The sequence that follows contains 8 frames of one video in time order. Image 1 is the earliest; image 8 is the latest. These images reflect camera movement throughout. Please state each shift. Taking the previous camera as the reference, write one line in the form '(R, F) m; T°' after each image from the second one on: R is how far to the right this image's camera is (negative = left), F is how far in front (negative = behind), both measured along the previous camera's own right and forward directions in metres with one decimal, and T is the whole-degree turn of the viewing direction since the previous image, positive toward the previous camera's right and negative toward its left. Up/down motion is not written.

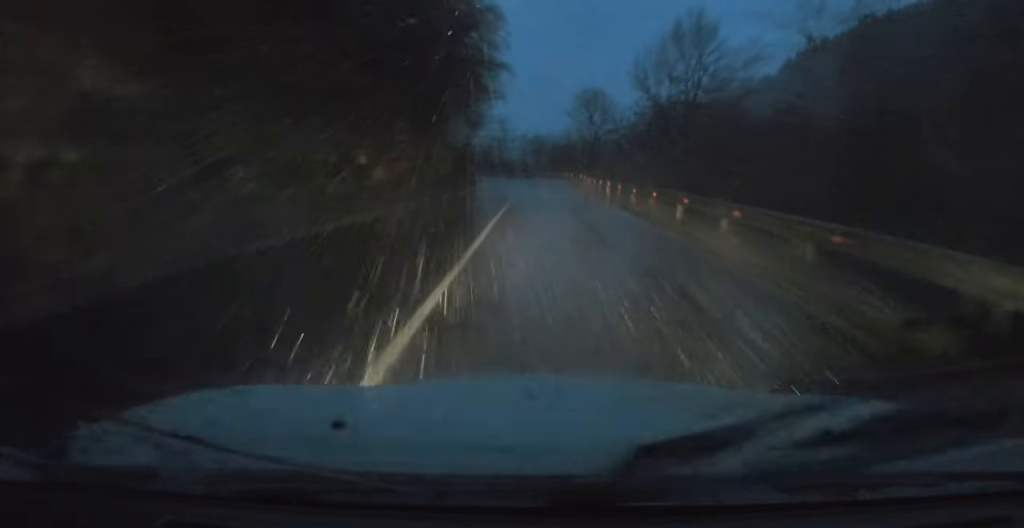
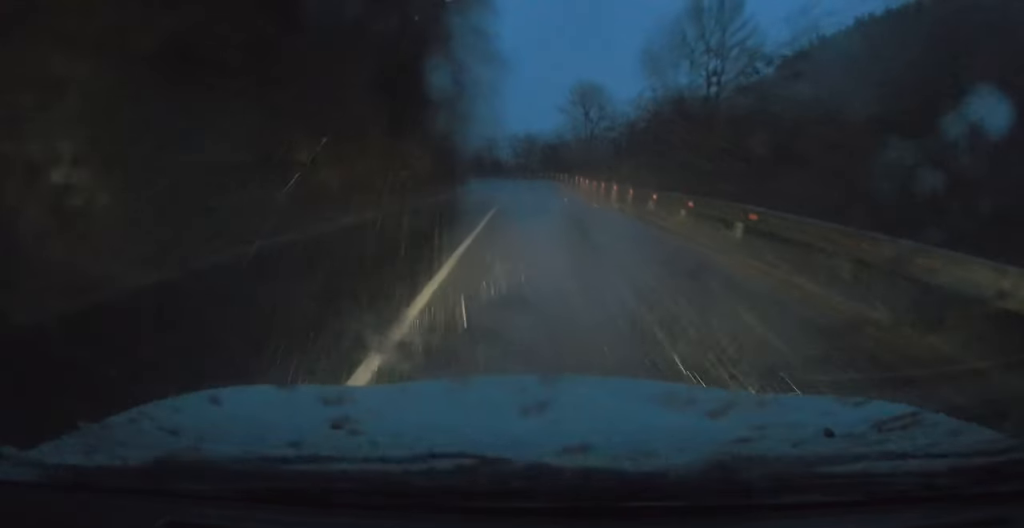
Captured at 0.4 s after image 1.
(-0.1, +5.2) m; 0°
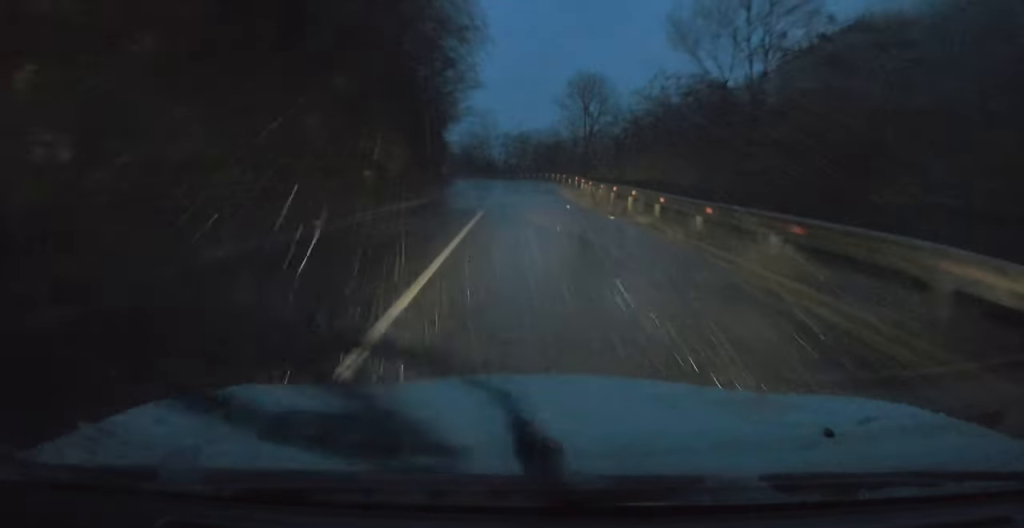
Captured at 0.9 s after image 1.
(0.0, +5.9) m; 0°
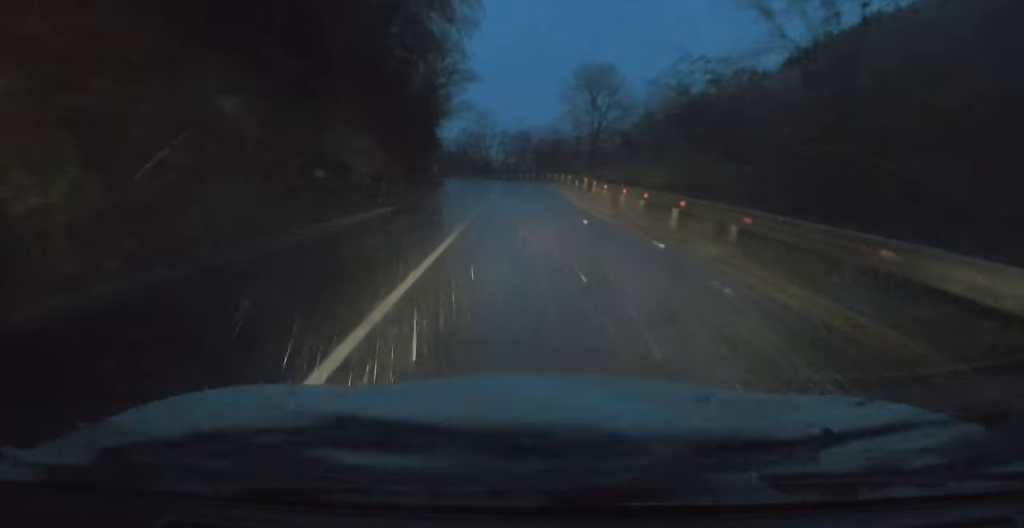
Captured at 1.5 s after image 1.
(+0.1, +6.1) m; 0°
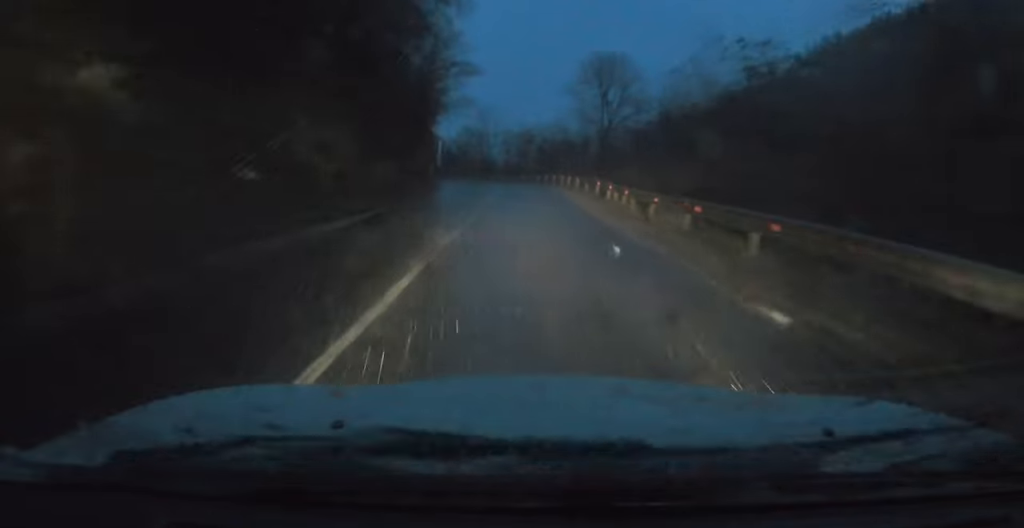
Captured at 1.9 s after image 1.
(+0.1, +4.9) m; 0°
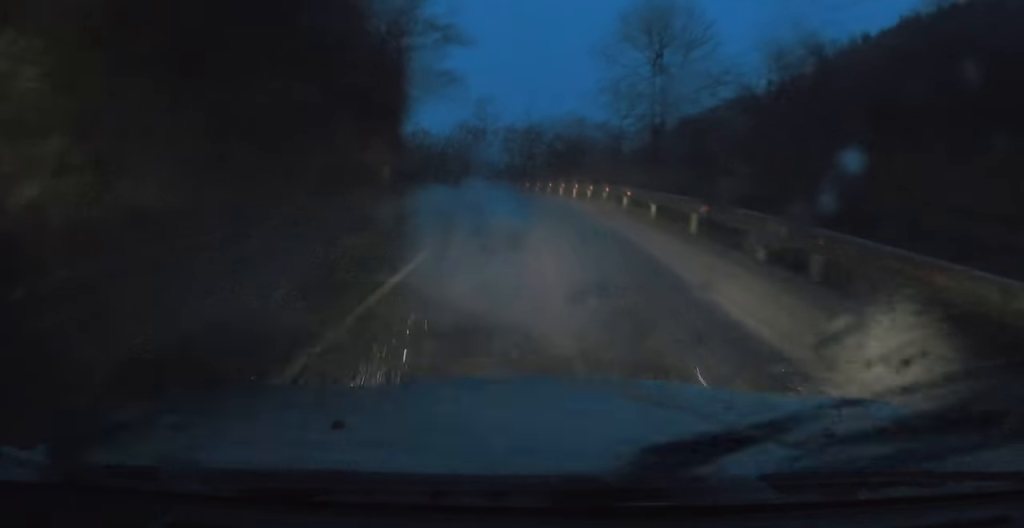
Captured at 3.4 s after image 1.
(-0.3, +16.4) m; -1°
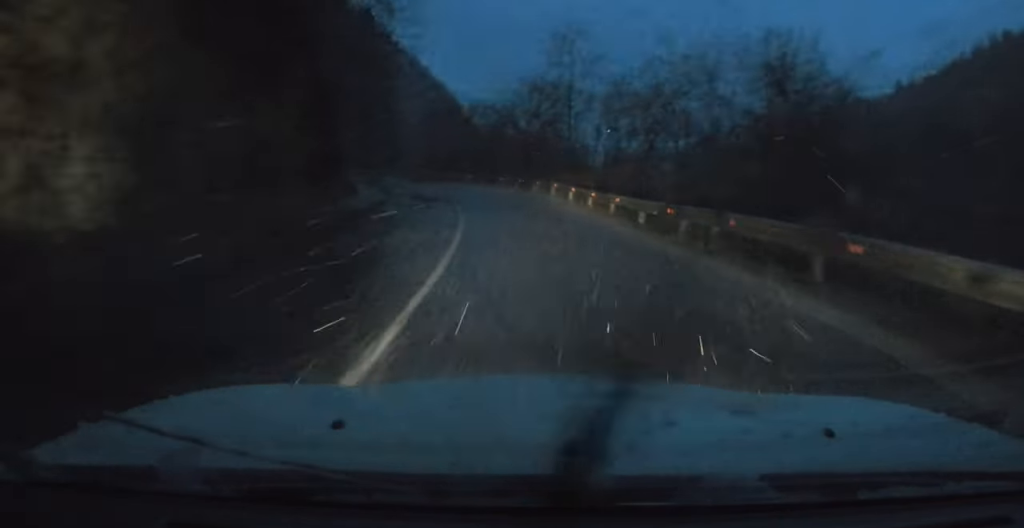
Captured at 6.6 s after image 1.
(-2.8, +39.4) m; -11°
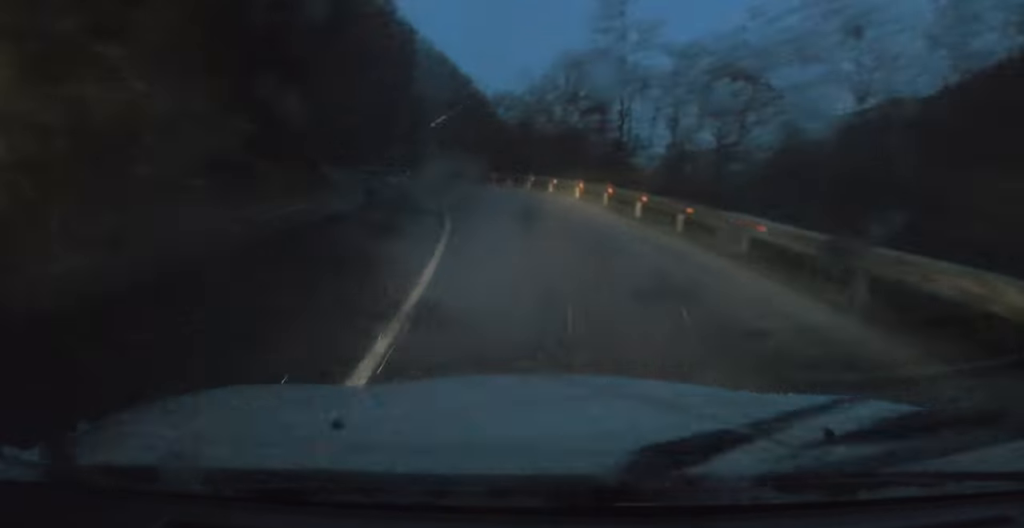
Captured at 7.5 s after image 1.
(-0.5, +11.0) m; -6°
